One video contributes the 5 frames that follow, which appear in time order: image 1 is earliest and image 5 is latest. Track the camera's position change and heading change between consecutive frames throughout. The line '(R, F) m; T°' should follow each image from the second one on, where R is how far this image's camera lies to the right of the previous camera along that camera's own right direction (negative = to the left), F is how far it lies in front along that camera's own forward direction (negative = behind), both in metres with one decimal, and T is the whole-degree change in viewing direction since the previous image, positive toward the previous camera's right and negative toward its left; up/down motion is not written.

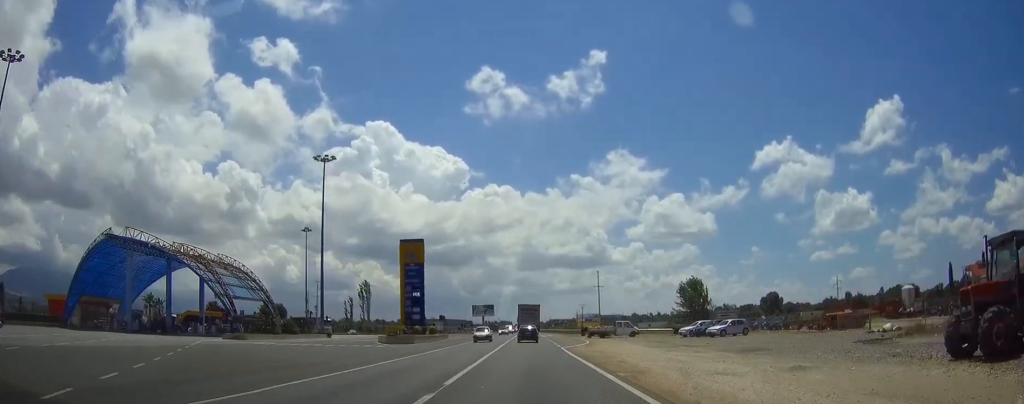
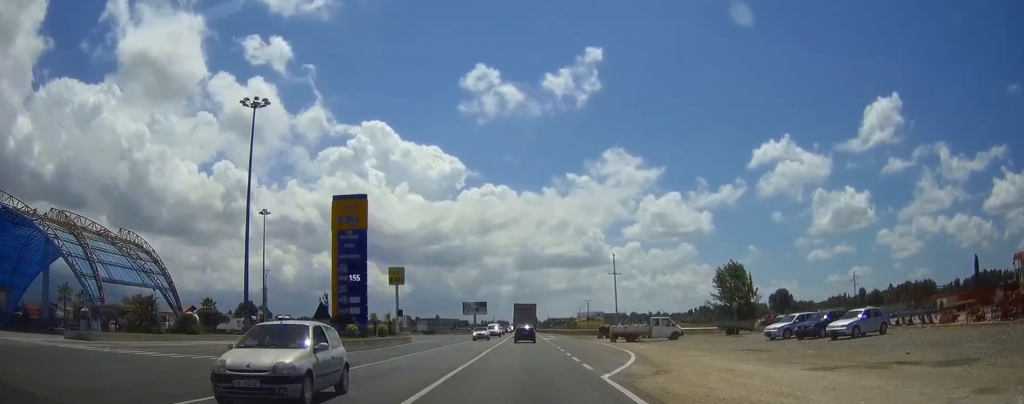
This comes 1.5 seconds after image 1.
(0.0, +25.0) m; 0°
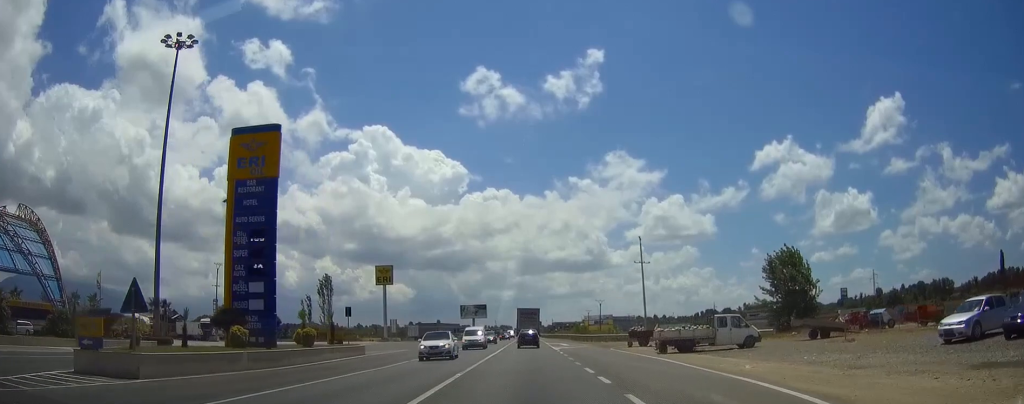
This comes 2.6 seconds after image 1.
(0.0, +18.5) m; 0°
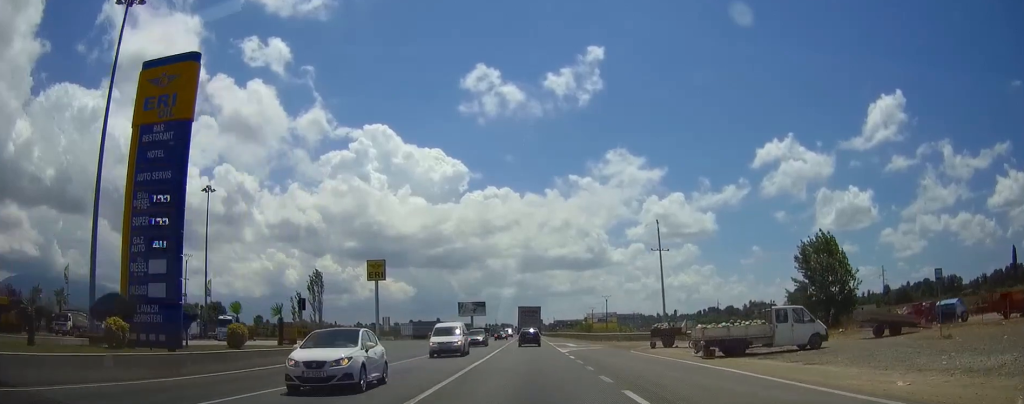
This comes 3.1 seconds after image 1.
(0.0, +9.3) m; 0°
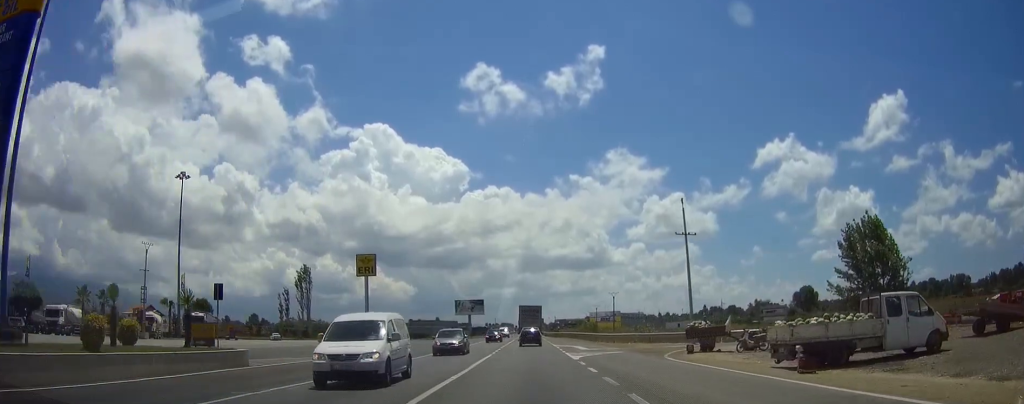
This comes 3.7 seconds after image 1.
(0.0, +10.3) m; 0°
